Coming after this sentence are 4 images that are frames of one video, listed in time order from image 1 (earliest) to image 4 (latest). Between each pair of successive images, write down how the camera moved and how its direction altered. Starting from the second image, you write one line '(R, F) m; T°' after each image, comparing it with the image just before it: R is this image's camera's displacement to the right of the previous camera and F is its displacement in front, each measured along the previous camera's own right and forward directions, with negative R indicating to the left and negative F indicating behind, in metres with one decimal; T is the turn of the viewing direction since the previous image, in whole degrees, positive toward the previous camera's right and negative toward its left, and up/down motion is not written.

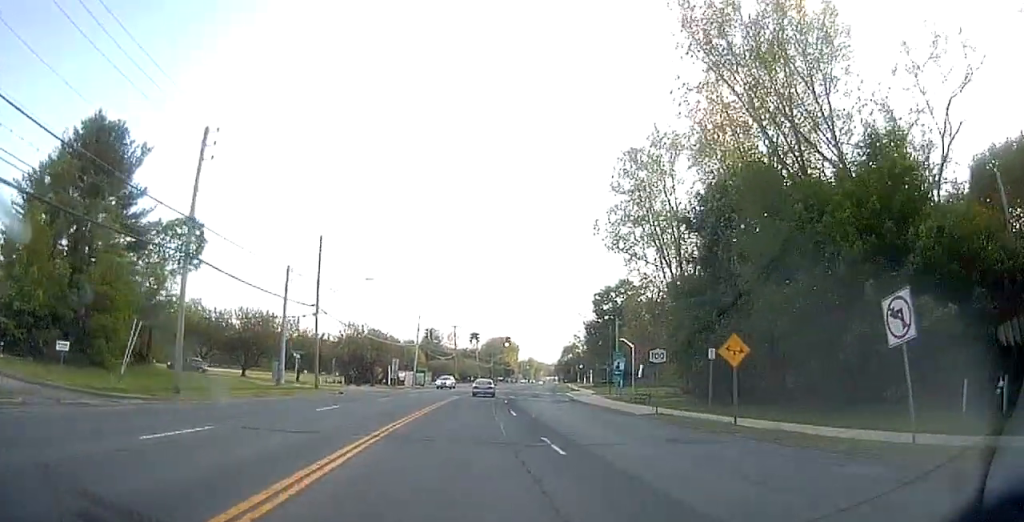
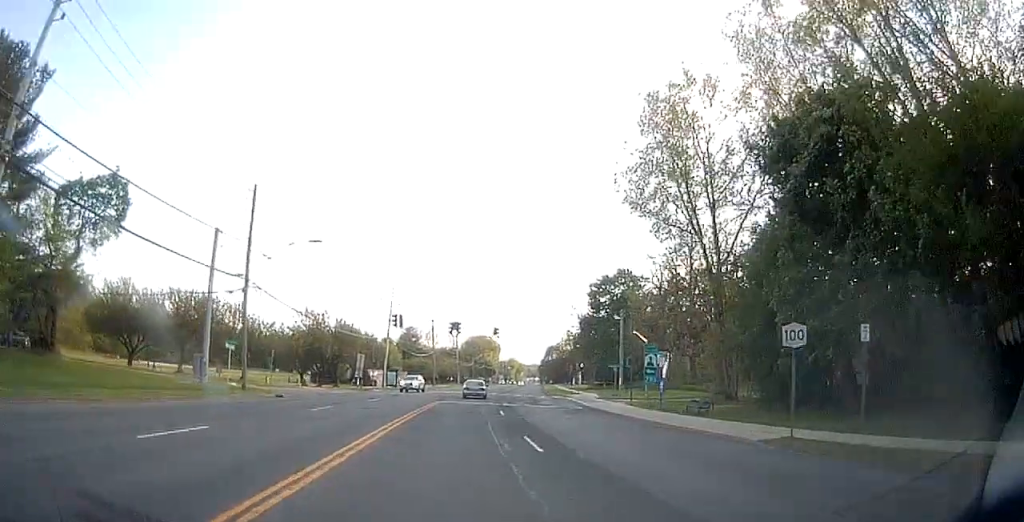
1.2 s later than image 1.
(+0.4, +13.0) m; 0°
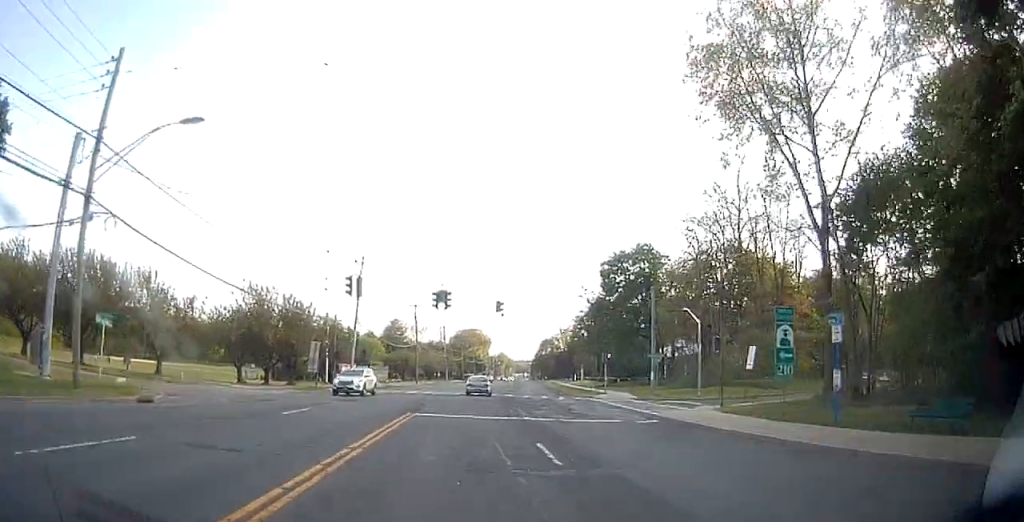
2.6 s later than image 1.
(-0.2, +16.5) m; +2°
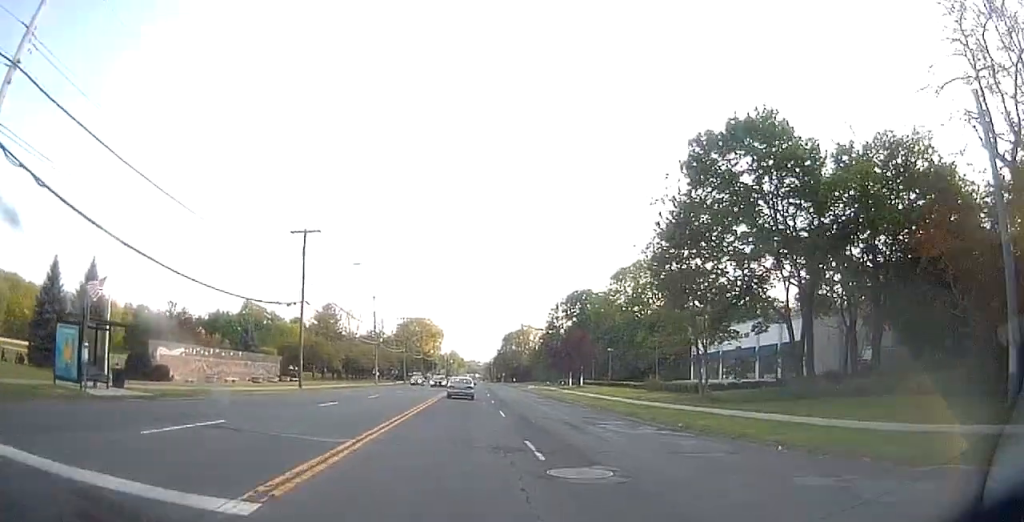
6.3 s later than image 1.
(+2.4, +46.6) m; +5°
